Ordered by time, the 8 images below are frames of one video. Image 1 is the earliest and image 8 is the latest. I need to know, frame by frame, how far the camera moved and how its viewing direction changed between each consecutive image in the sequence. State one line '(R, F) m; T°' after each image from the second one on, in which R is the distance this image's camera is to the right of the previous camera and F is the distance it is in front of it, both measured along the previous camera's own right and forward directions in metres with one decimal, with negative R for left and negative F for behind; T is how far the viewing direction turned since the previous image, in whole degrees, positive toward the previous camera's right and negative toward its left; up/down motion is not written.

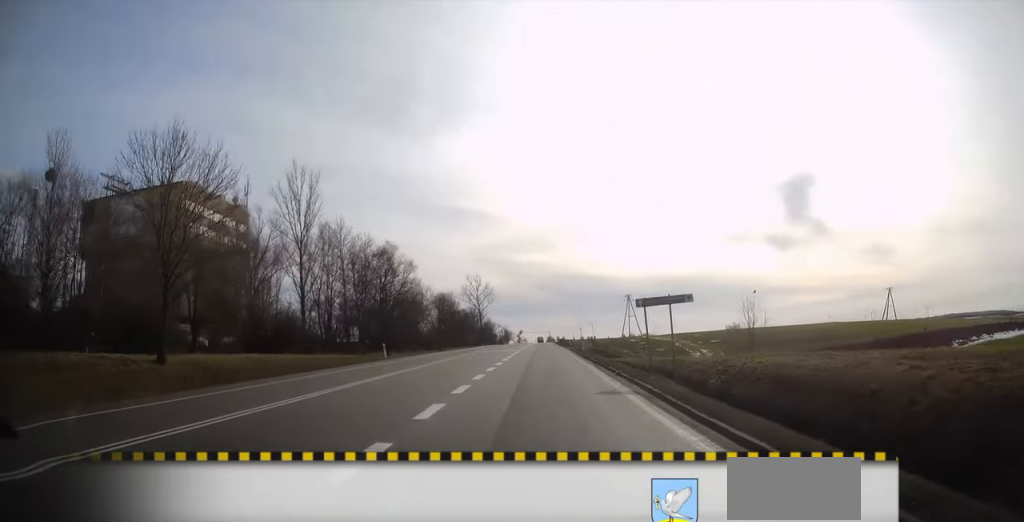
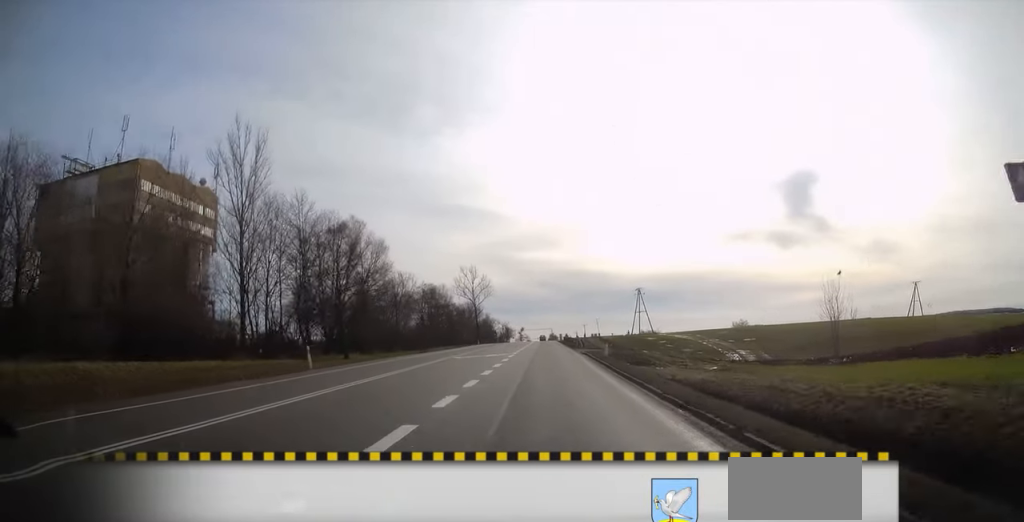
(0.0, +15.2) m; 0°
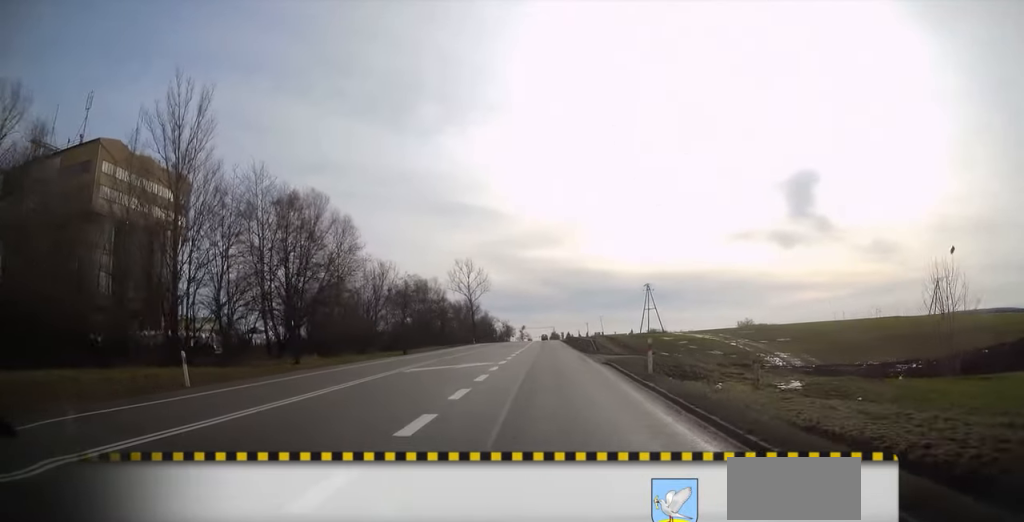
(0.0, +11.4) m; 0°
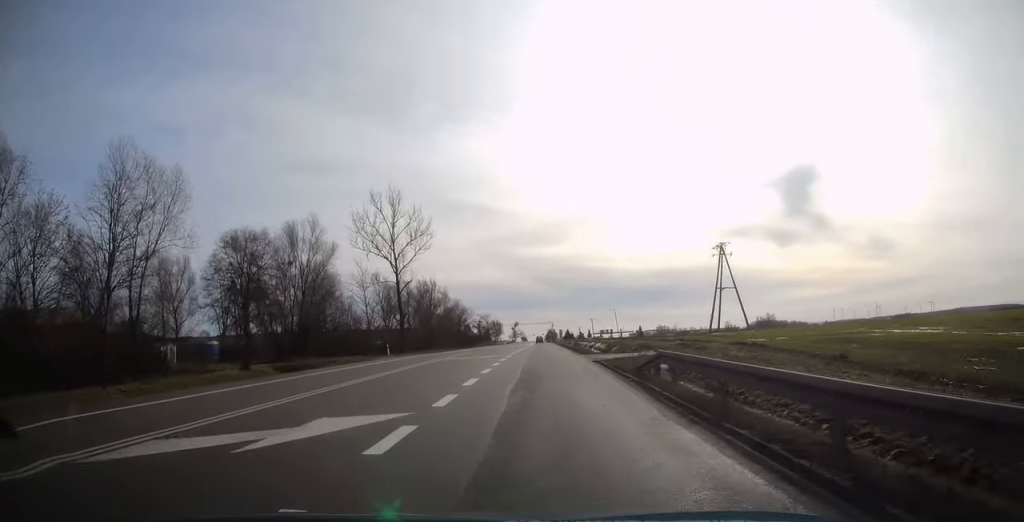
(-0.4, +64.8) m; 0°
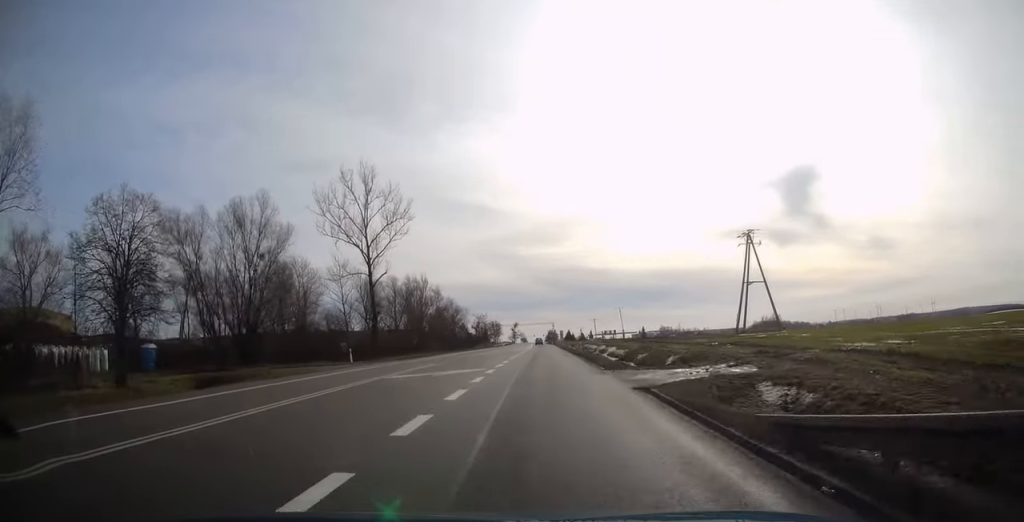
(0.0, +11.4) m; 0°
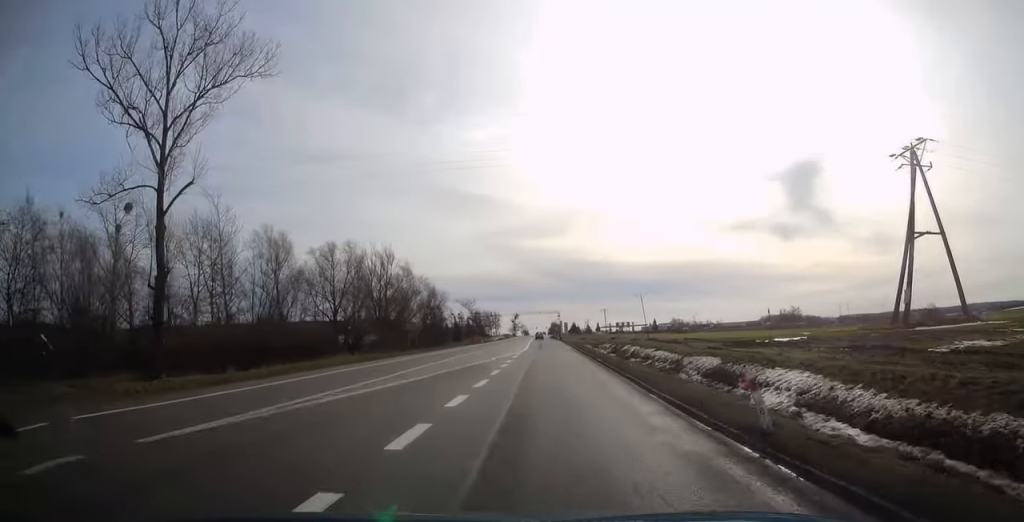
(-0.1, +34.5) m; 0°
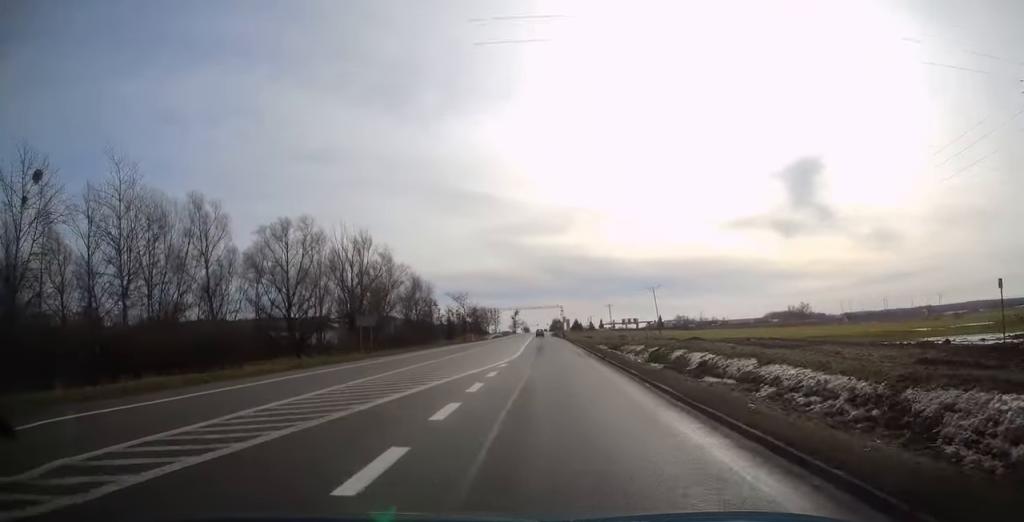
(+0.1, +14.8) m; 0°
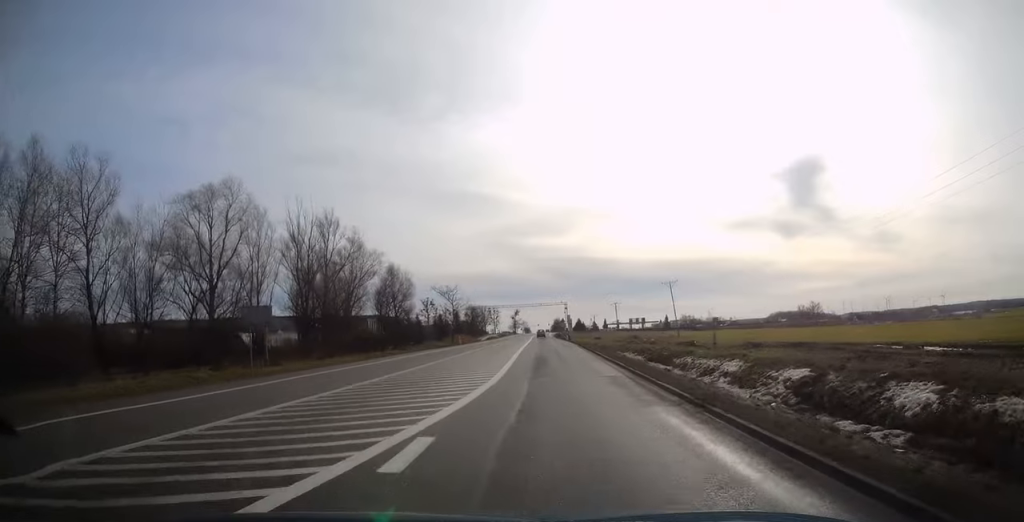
(+0.1, +16.1) m; 0°
